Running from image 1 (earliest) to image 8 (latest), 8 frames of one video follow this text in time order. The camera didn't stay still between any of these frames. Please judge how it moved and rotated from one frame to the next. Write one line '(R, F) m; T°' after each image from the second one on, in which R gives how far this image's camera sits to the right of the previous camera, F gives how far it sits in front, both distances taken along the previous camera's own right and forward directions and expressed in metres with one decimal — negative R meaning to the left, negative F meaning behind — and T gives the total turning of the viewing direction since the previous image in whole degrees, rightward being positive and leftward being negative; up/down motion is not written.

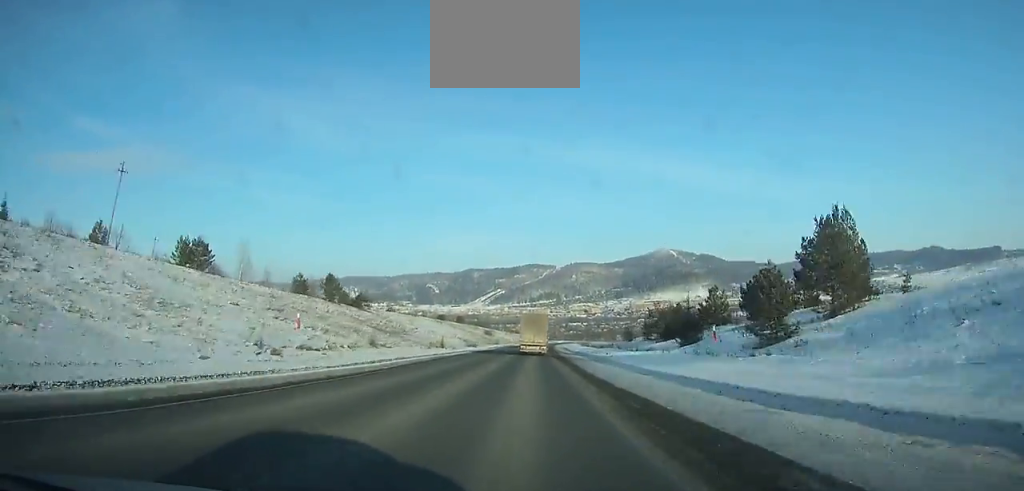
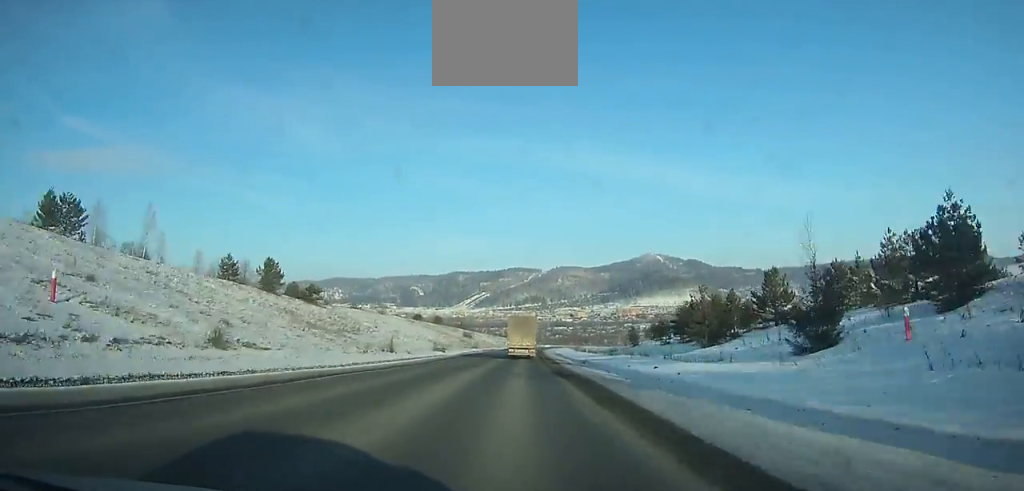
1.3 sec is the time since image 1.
(+0.2, +25.0) m; +1°
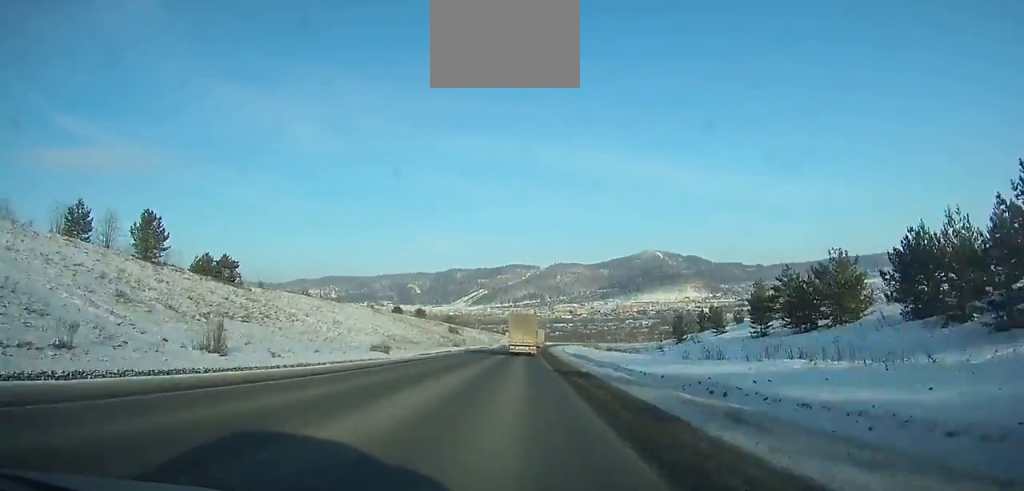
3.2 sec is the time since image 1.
(+0.2, +36.9) m; +1°
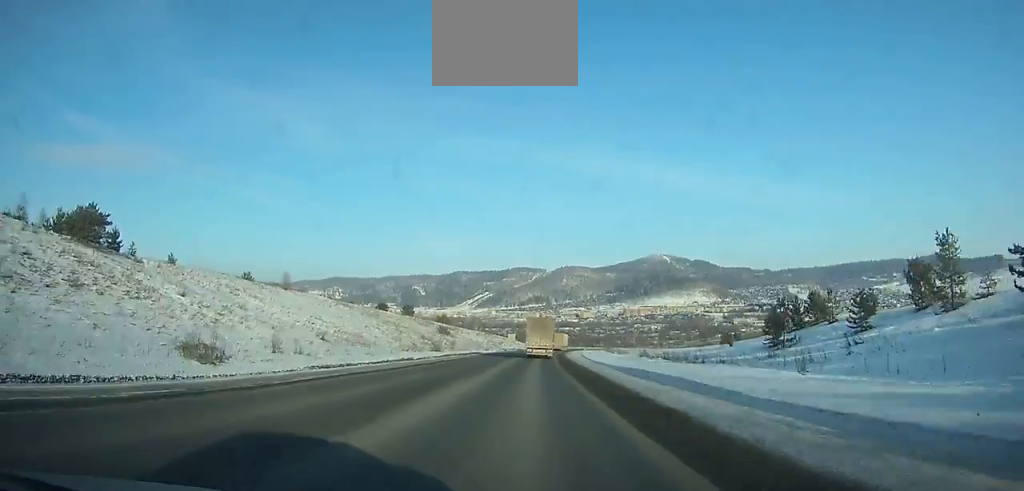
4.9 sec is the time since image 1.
(-0.1, +33.3) m; +1°
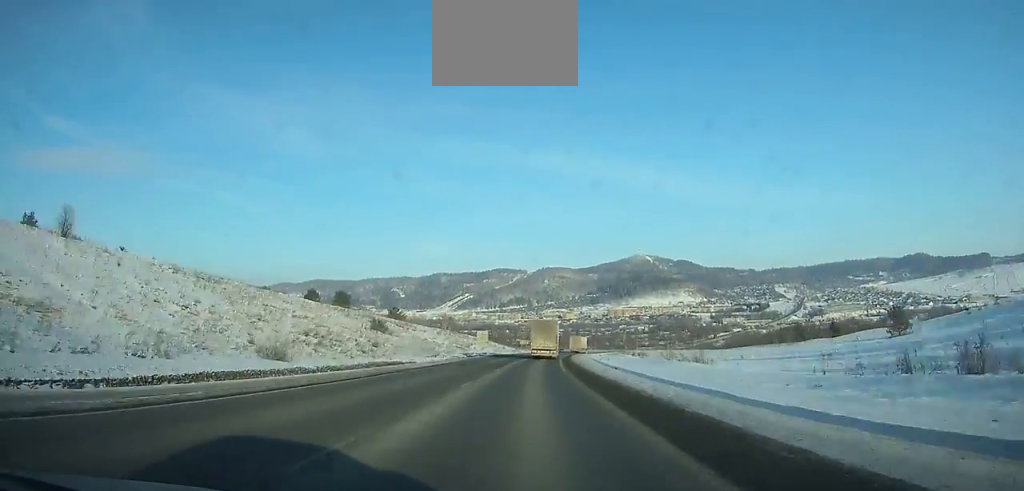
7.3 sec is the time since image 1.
(+1.0, +47.7) m; +3°
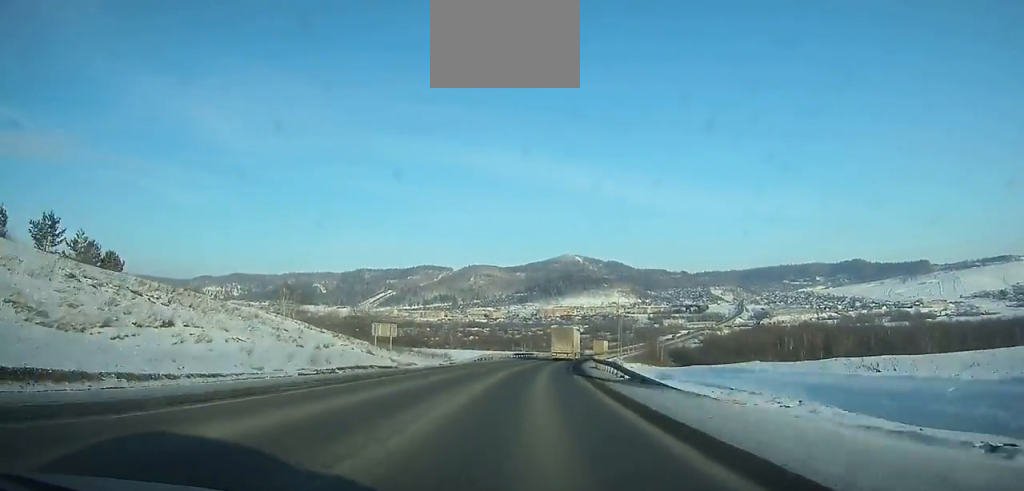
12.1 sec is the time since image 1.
(+6.3, +98.0) m; +8°
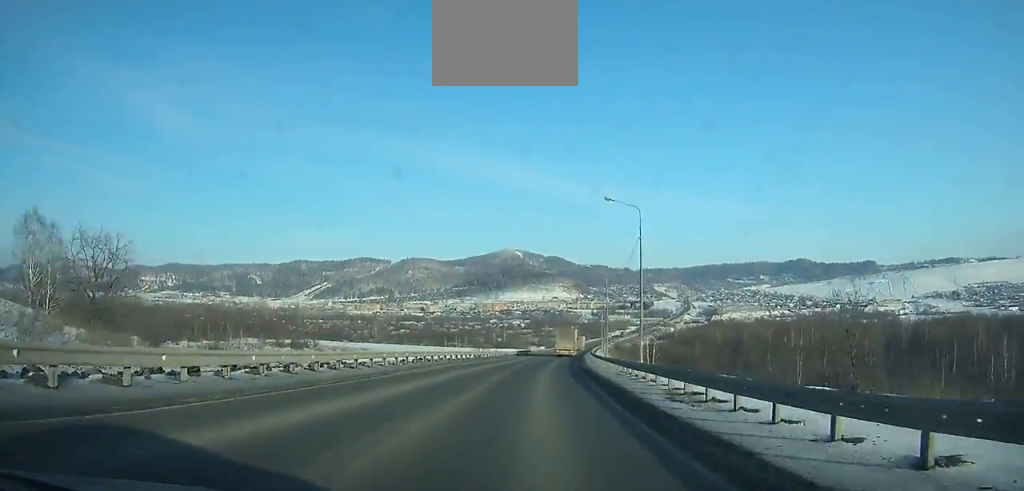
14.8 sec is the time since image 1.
(+2.5, +57.2) m; +5°
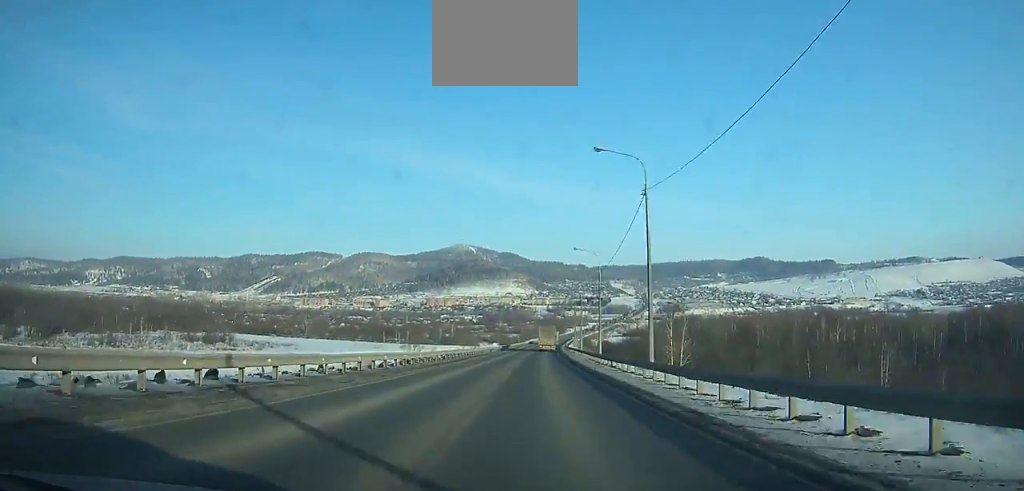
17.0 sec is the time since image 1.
(+1.5, +47.7) m; +3°
